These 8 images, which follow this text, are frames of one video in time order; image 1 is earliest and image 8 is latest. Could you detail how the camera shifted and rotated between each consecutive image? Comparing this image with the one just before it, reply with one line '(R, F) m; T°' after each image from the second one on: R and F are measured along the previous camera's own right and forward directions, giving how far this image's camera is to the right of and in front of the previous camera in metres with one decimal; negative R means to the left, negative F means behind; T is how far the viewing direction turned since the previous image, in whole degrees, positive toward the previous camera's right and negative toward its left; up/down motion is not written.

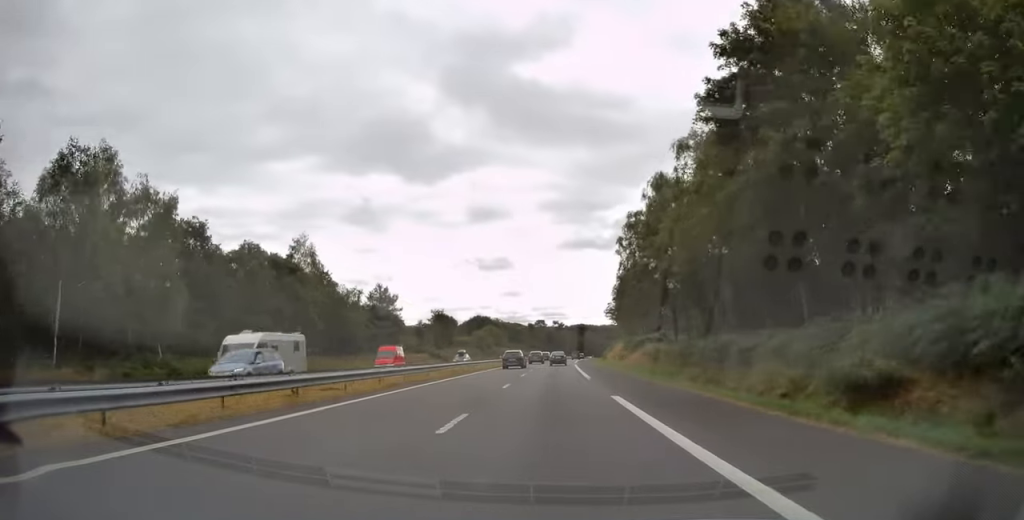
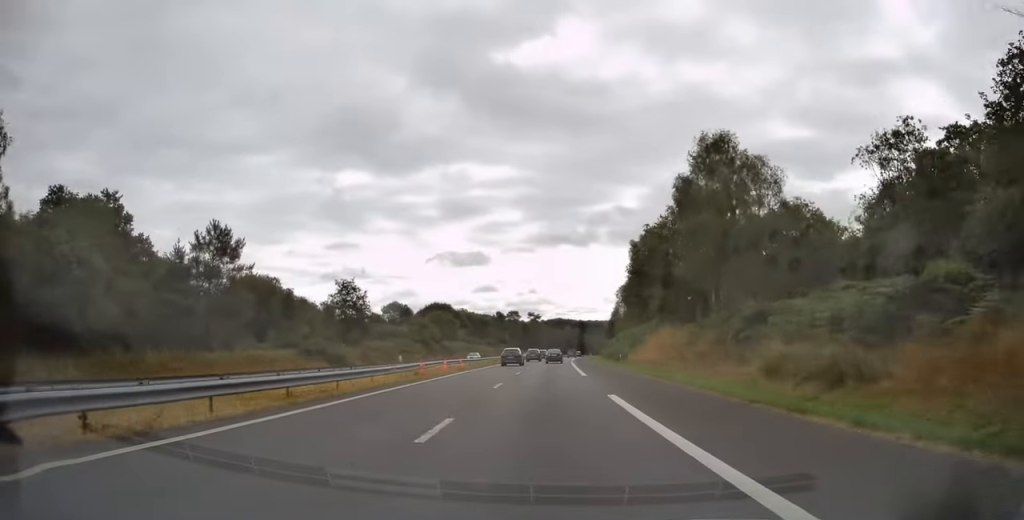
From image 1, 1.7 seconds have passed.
(+1.0, +52.4) m; +3°
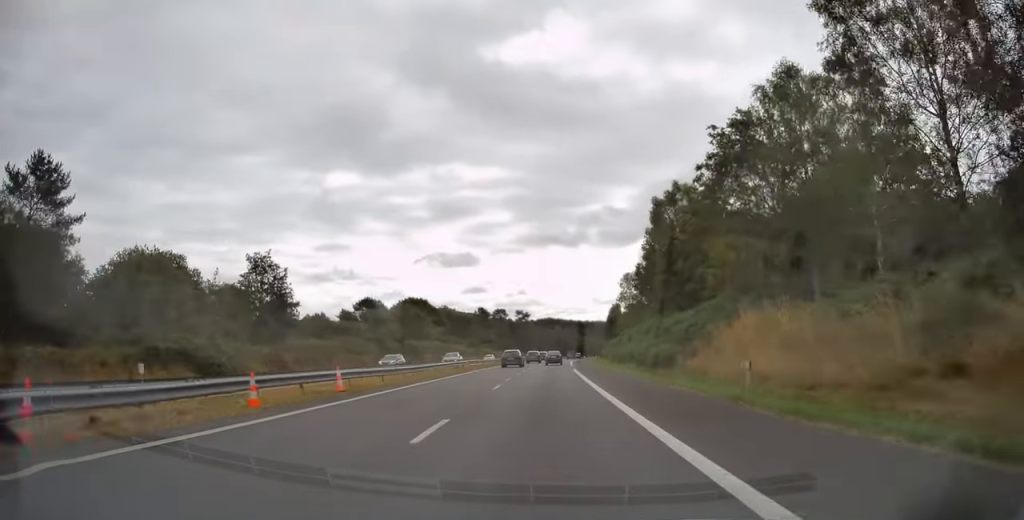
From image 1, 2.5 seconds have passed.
(+0.7, +25.6) m; +1°
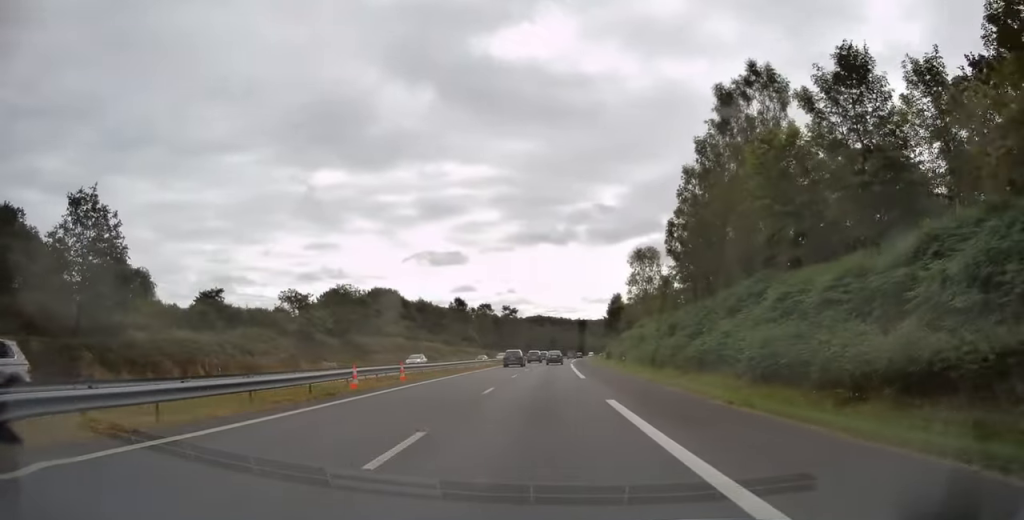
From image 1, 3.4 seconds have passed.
(-0.4, +27.6) m; +1°
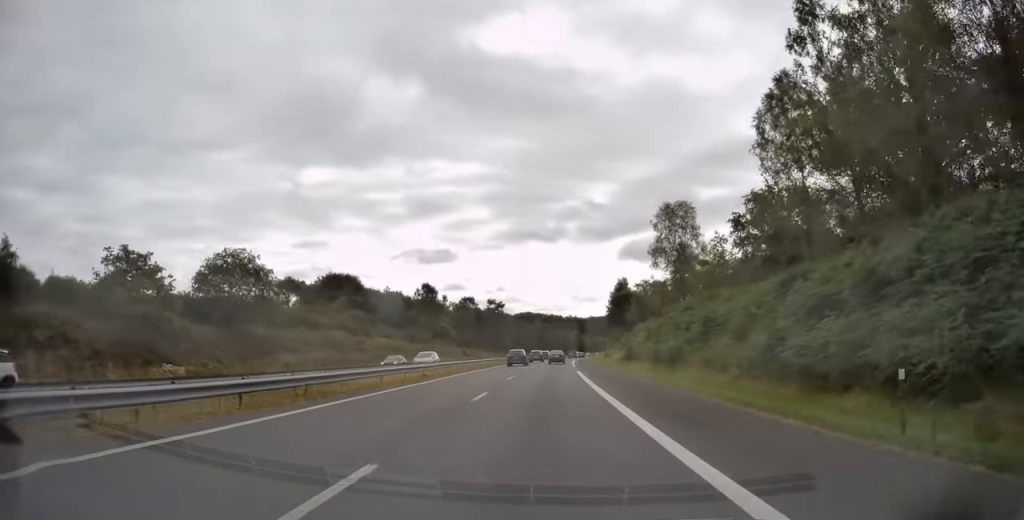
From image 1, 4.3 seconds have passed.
(+0.6, +28.6) m; +1°
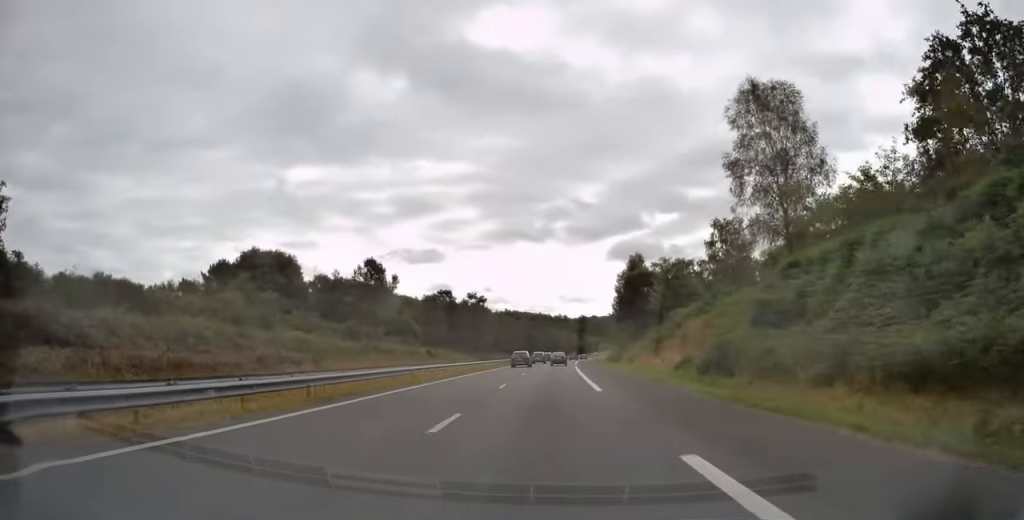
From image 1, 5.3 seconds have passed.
(+0.2, +32.1) m; +1°
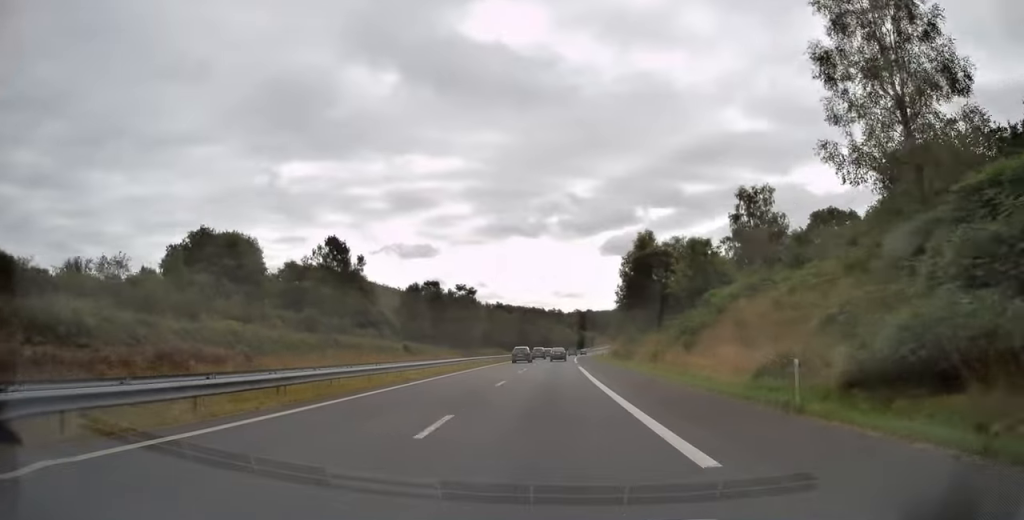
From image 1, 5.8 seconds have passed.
(+0.1, +13.9) m; +1°
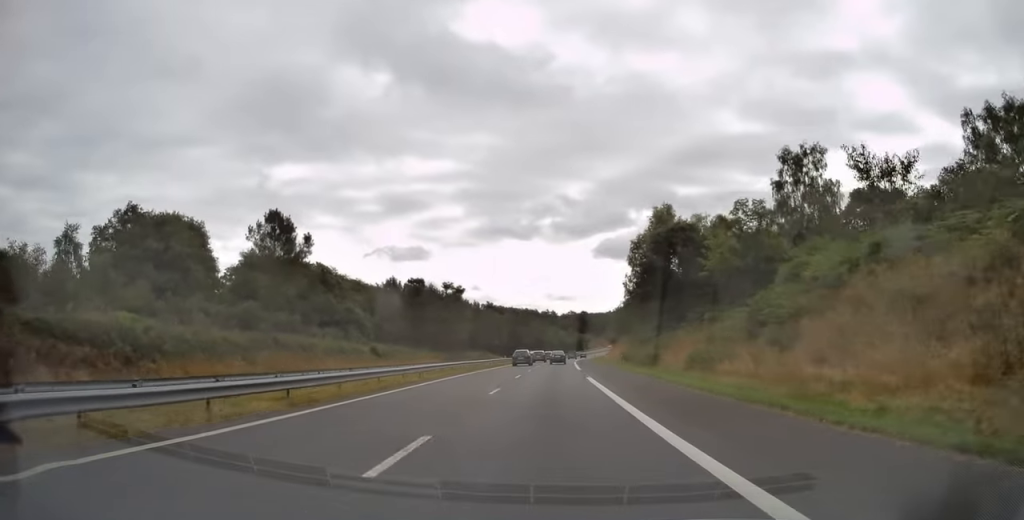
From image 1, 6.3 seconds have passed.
(+0.1, +15.5) m; +1°
